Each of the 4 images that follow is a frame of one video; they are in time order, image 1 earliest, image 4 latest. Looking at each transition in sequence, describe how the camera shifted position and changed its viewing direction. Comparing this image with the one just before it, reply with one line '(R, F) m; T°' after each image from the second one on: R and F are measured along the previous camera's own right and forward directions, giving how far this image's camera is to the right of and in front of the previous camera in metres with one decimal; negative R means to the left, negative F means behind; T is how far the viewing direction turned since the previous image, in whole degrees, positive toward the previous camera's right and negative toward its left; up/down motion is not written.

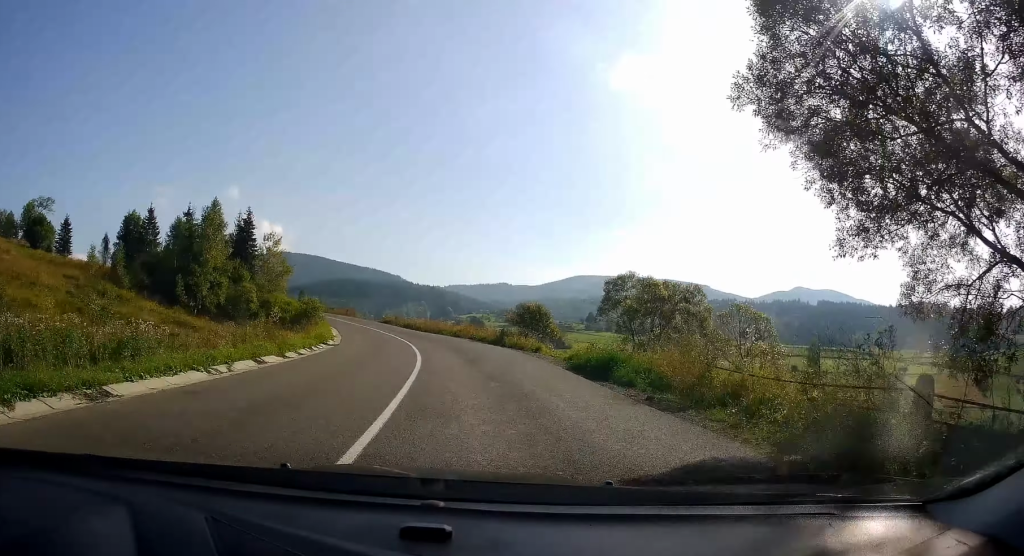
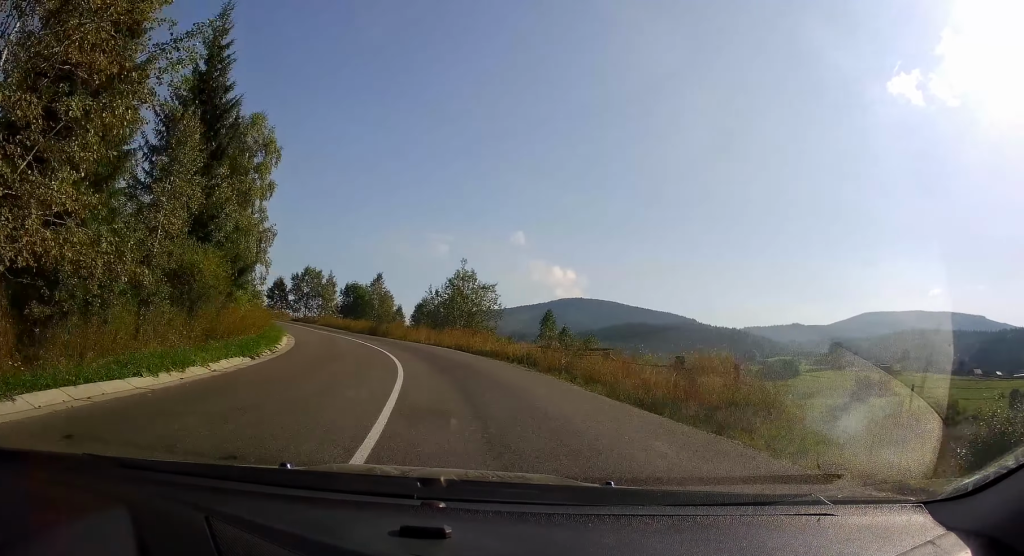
(-15.8, +82.4) m; -27°
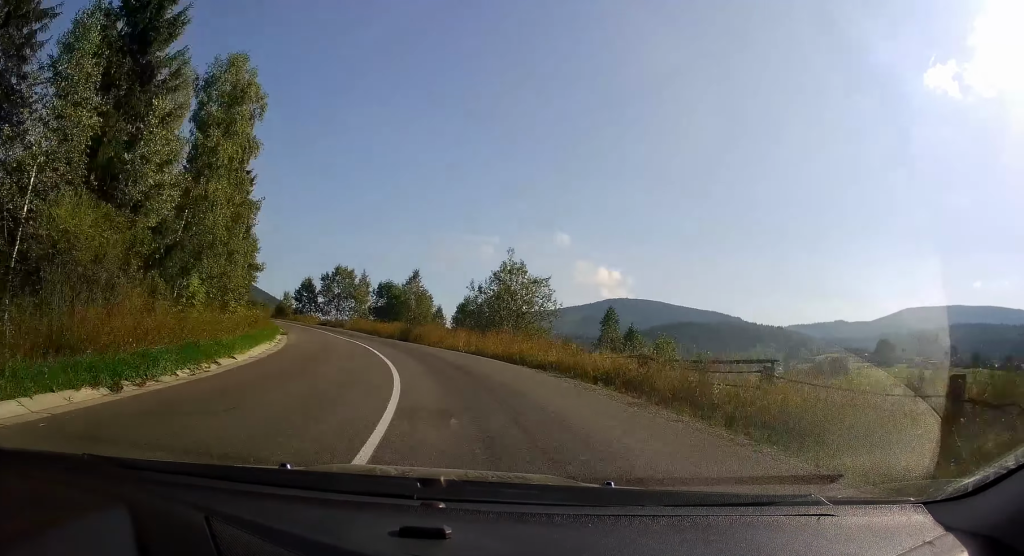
(-0.7, +9.4) m; -4°
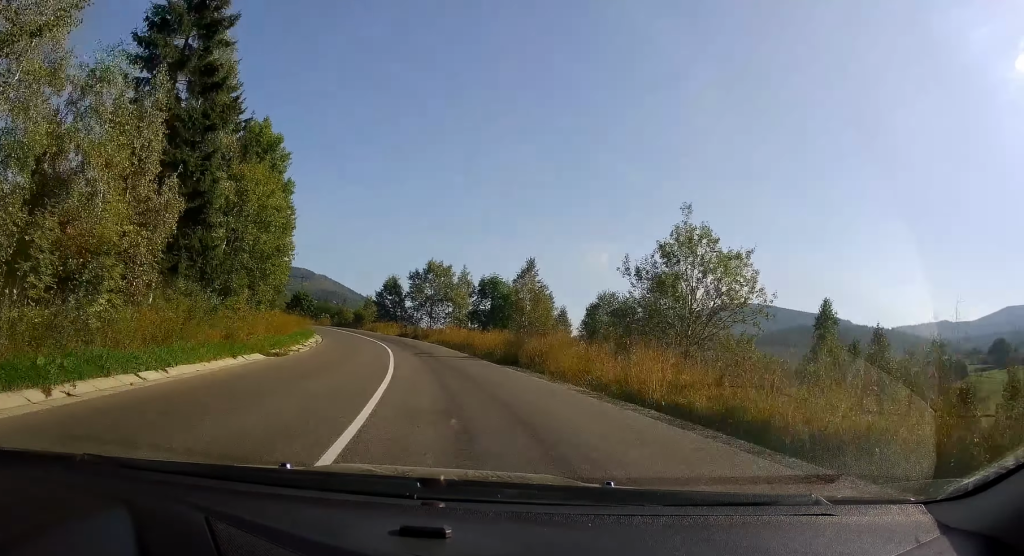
(-1.9, +21.2) m; -9°
